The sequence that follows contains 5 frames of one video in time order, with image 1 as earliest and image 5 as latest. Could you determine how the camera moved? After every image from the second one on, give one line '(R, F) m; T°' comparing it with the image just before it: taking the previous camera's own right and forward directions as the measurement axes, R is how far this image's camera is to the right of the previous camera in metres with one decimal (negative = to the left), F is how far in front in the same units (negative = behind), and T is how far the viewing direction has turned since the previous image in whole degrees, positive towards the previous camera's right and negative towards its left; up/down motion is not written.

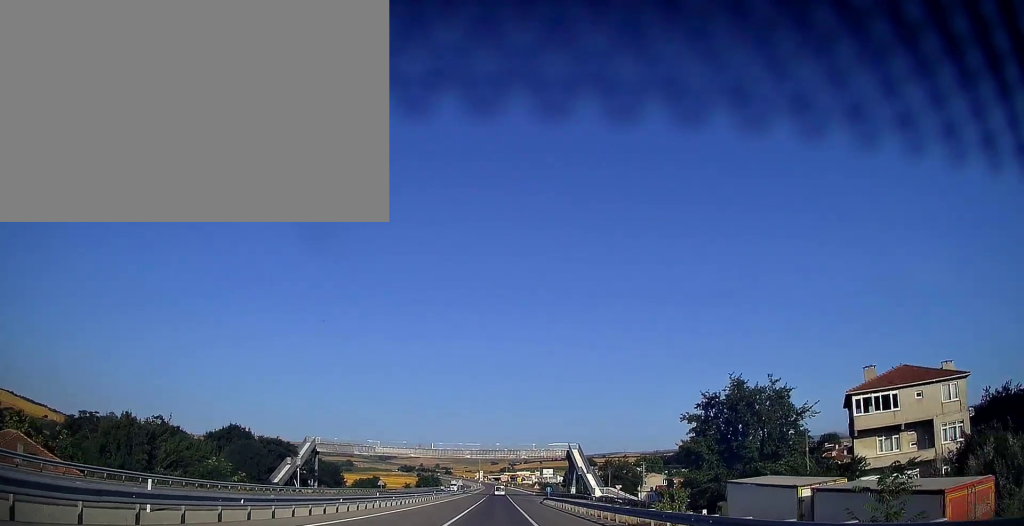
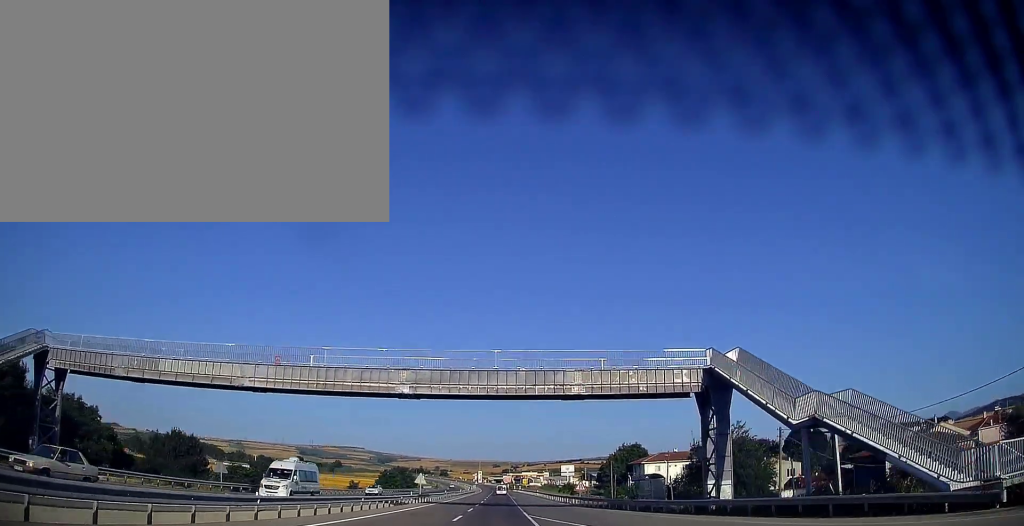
(+0.1, +69.6) m; 0°
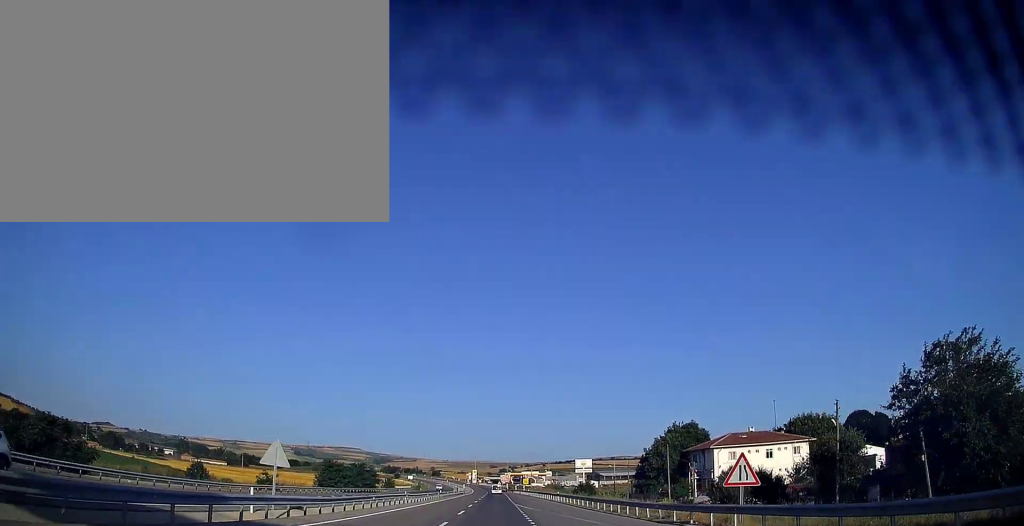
(0.0, +42.8) m; 0°
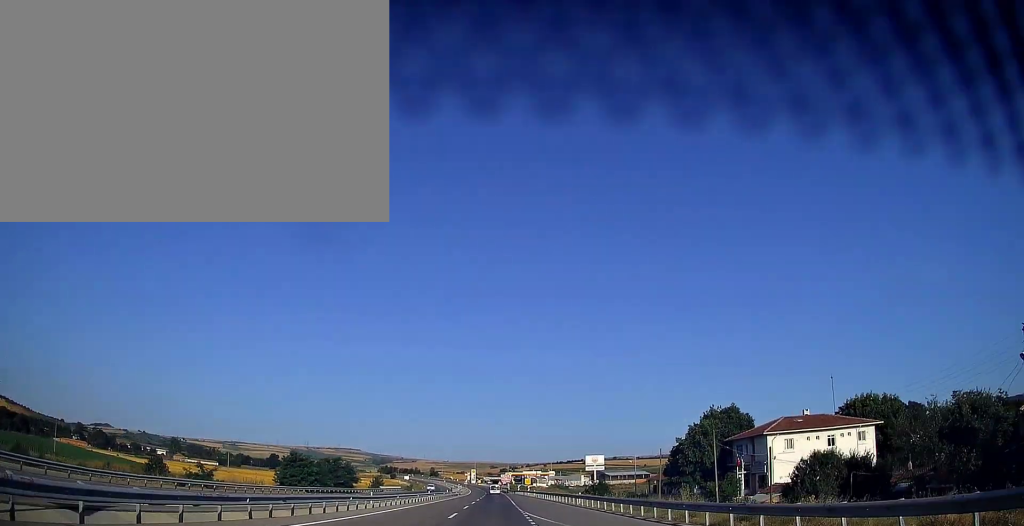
(0.0, +17.4) m; 0°
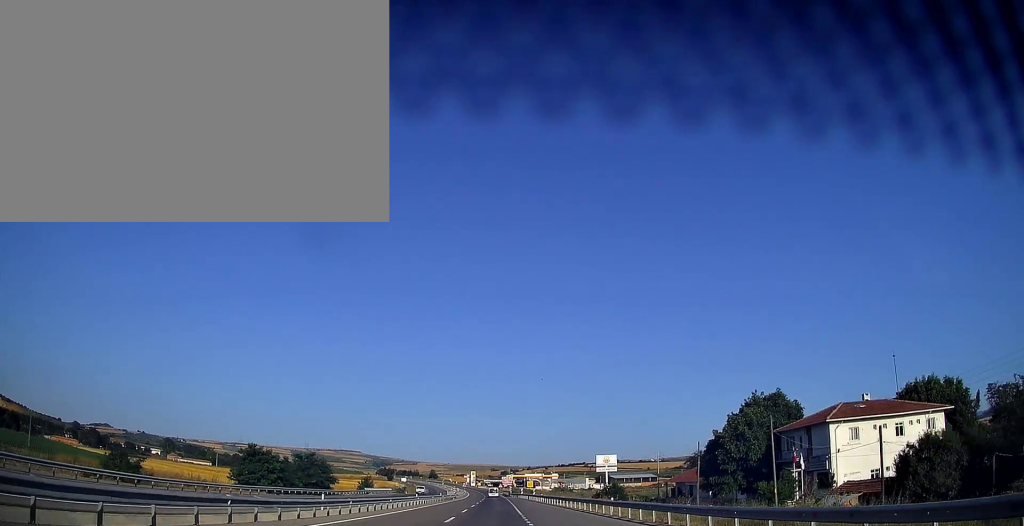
(0.0, +13.5) m; 0°
